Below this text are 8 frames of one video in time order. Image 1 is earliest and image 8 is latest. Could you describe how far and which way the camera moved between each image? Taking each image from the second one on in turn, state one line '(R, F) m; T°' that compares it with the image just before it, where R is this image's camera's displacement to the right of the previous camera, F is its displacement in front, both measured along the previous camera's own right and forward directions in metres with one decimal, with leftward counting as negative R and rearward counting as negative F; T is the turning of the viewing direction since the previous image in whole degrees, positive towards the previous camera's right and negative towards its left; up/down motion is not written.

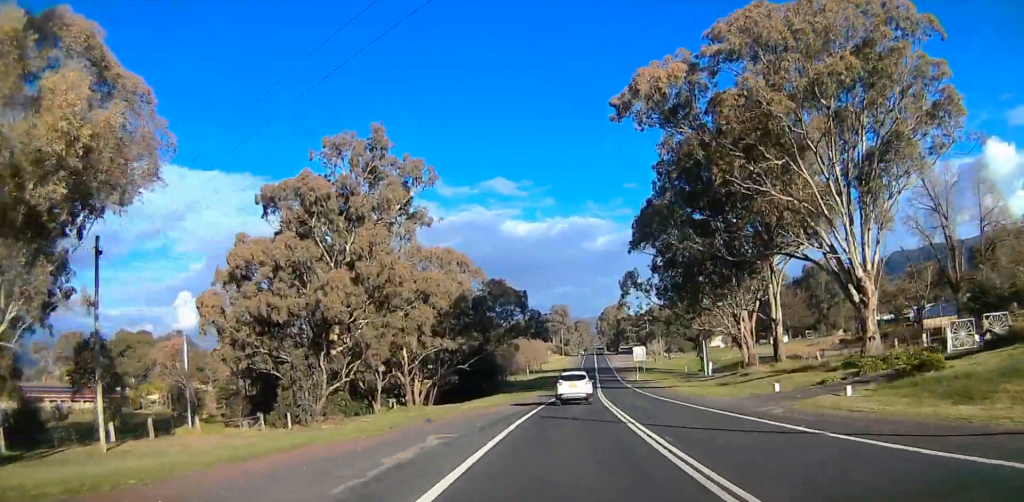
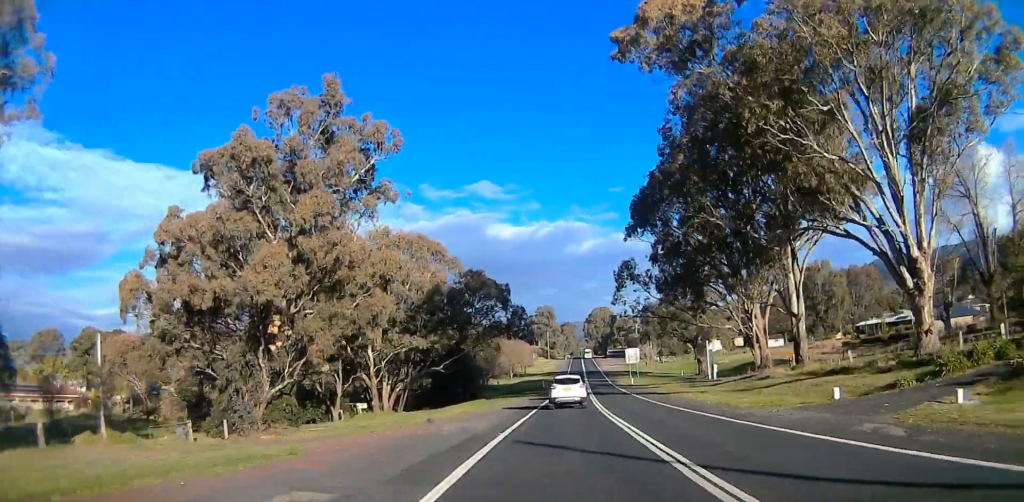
(0.0, +7.8) m; 0°
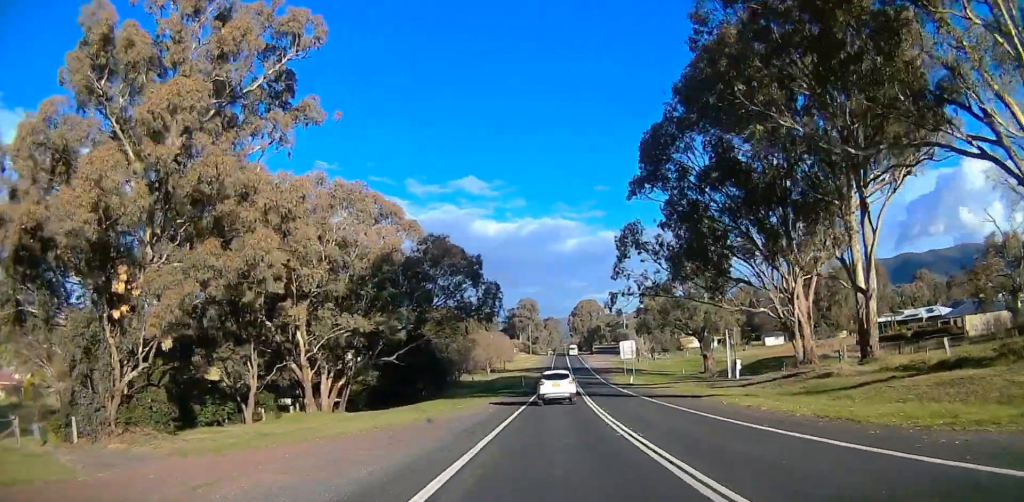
(0.0, +13.7) m; 0°
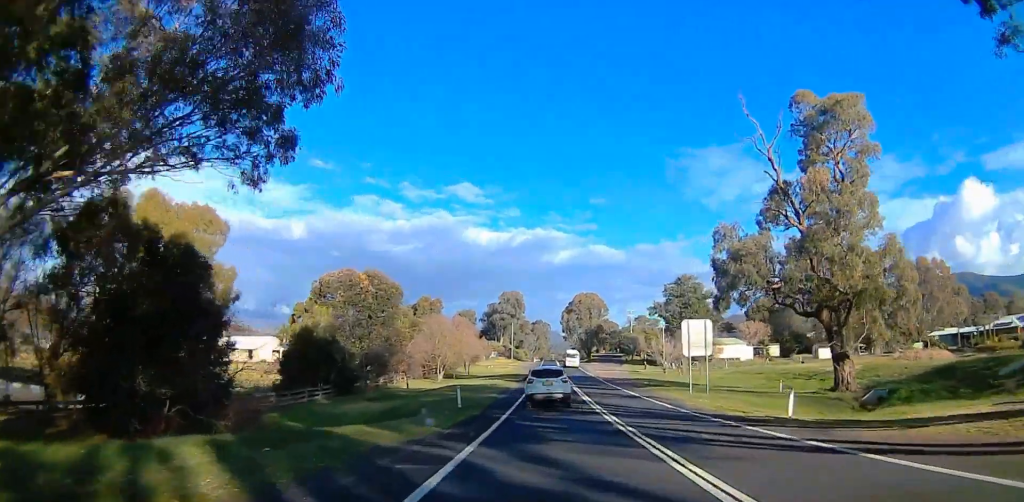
(+1.0, +42.1) m; +4°
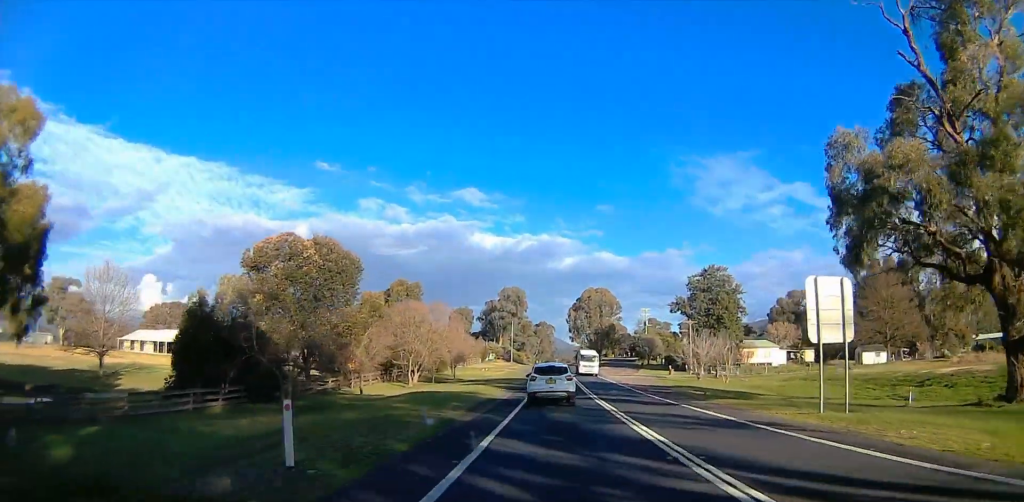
(+0.1, +19.0) m; -2°
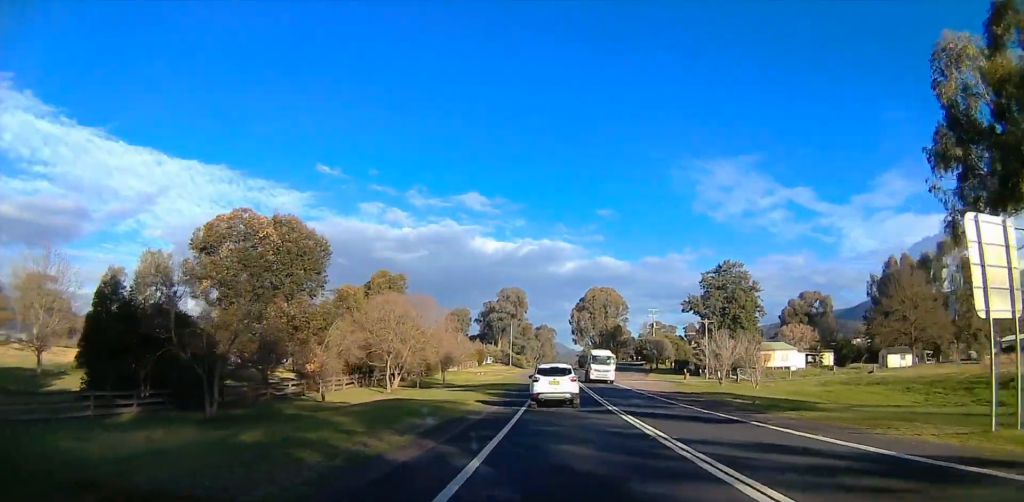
(-0.3, +9.2) m; -2°
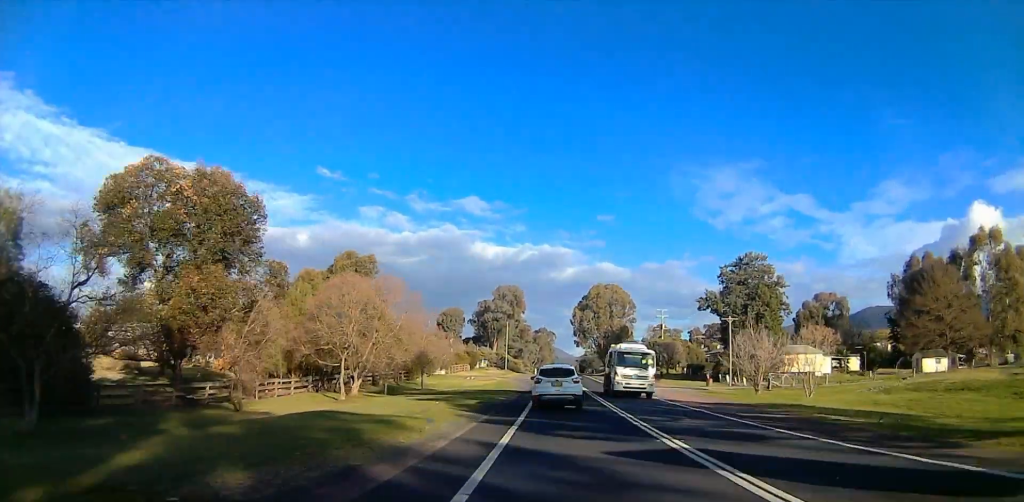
(-0.3, +12.0) m; 0°
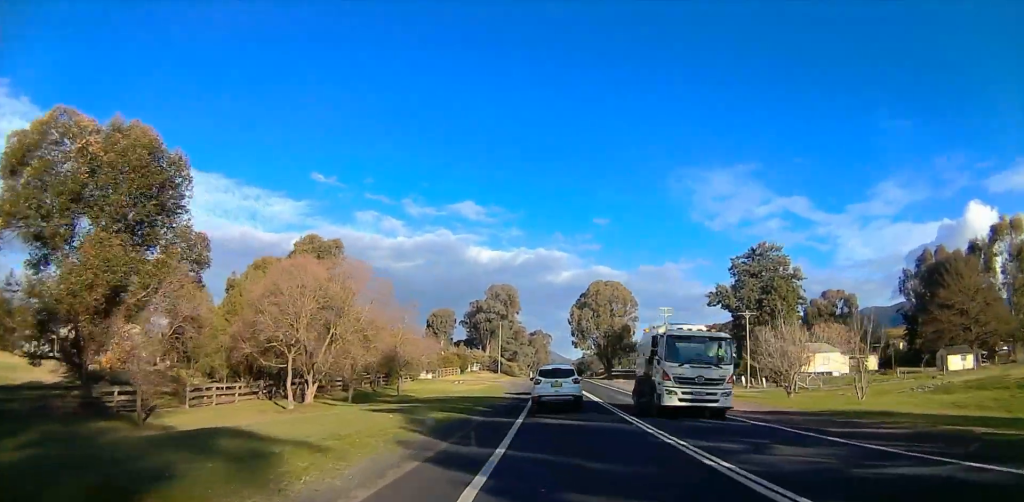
(-0.5, +8.8) m; +3°
